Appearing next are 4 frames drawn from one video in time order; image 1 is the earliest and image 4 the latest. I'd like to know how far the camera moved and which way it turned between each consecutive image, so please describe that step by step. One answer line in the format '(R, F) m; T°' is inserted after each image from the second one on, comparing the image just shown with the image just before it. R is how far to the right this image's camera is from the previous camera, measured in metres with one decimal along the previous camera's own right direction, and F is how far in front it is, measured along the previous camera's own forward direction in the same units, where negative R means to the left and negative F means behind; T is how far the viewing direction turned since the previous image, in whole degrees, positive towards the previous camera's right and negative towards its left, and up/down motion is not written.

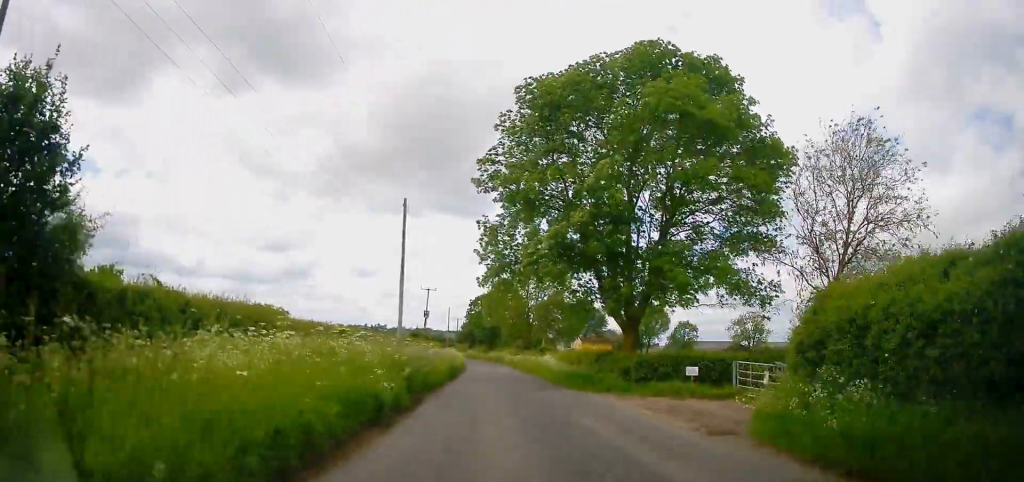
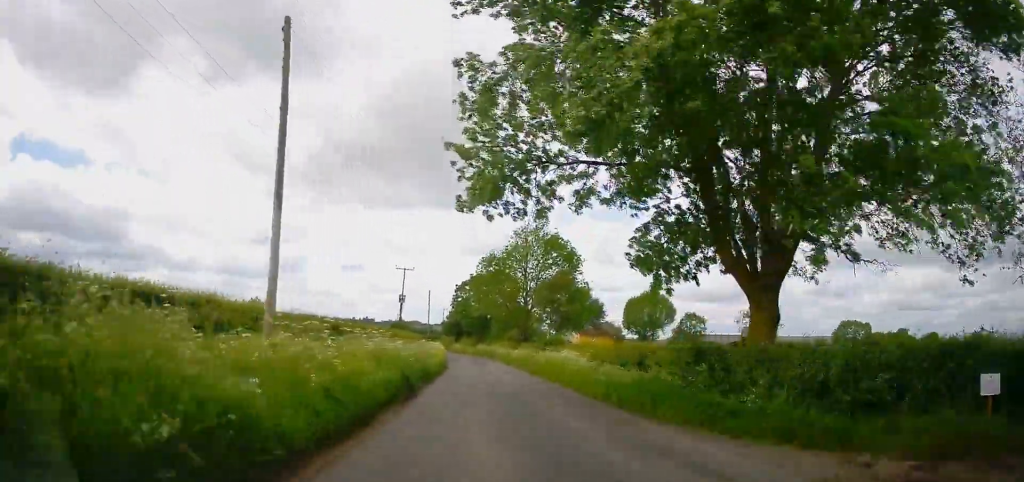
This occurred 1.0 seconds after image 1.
(+0.2, +14.4) m; 0°
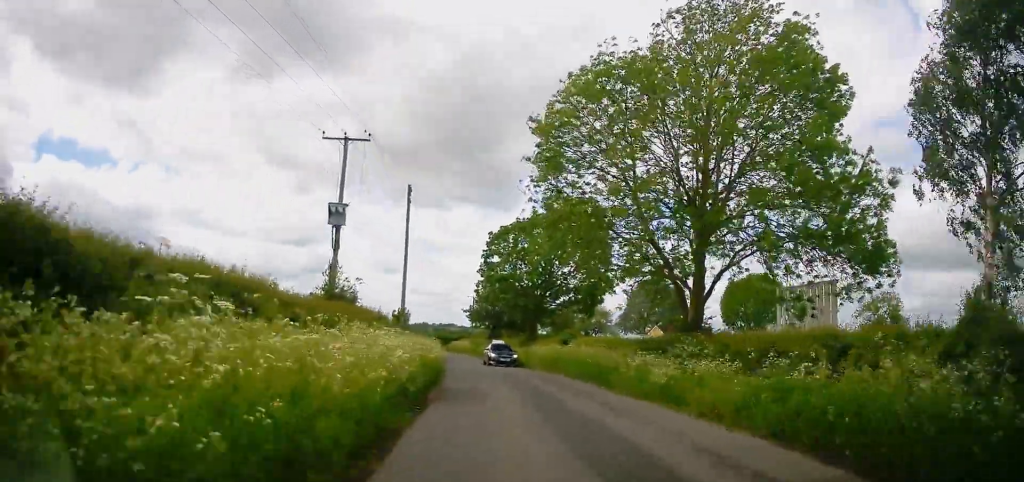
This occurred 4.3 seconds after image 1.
(-1.8, +42.1) m; -3°
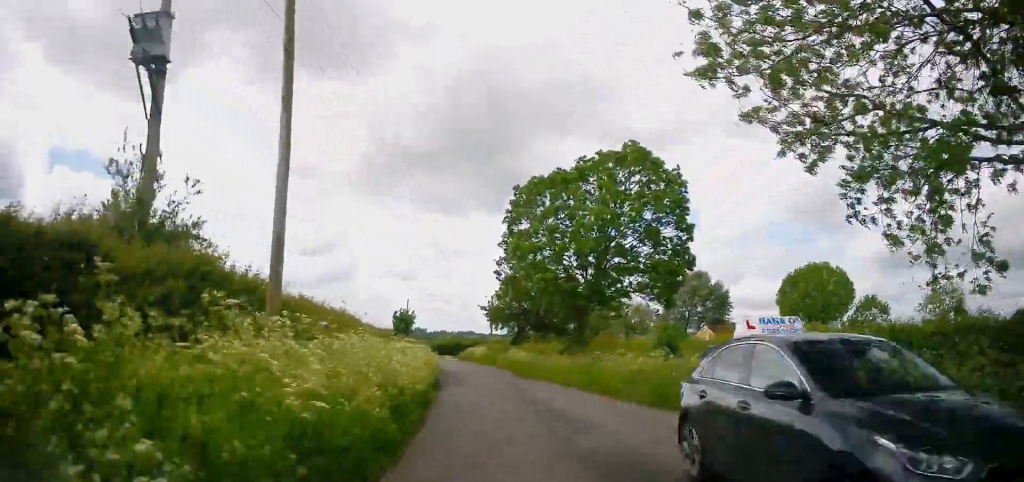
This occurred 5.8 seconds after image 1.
(-0.3, +16.0) m; -2°
